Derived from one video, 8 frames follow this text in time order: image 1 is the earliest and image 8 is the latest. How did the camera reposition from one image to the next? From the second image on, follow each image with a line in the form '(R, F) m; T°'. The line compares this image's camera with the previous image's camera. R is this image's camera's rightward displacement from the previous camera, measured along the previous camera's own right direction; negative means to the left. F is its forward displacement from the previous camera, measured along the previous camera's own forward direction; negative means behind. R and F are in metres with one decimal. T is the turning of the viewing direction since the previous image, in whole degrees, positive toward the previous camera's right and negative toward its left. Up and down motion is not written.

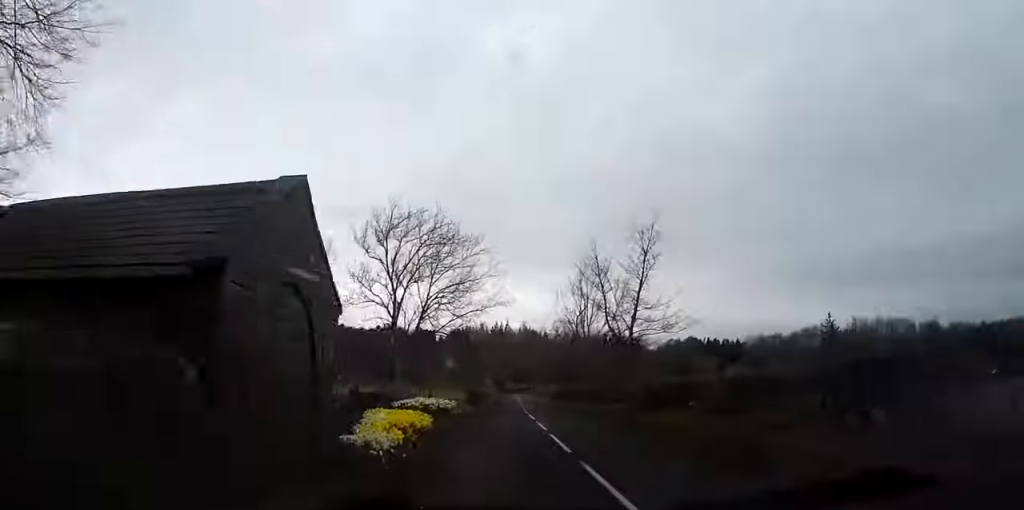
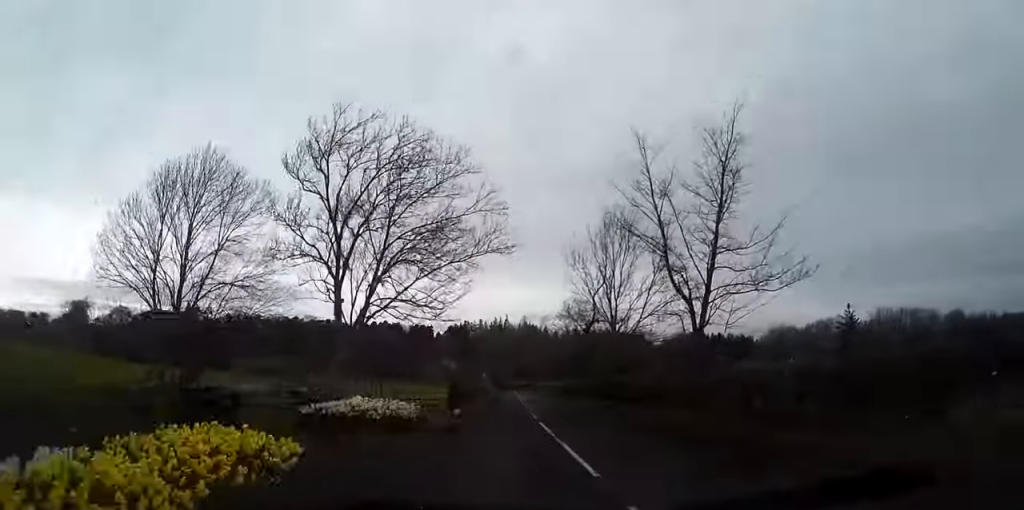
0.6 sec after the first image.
(0.0, +14.2) m; 0°
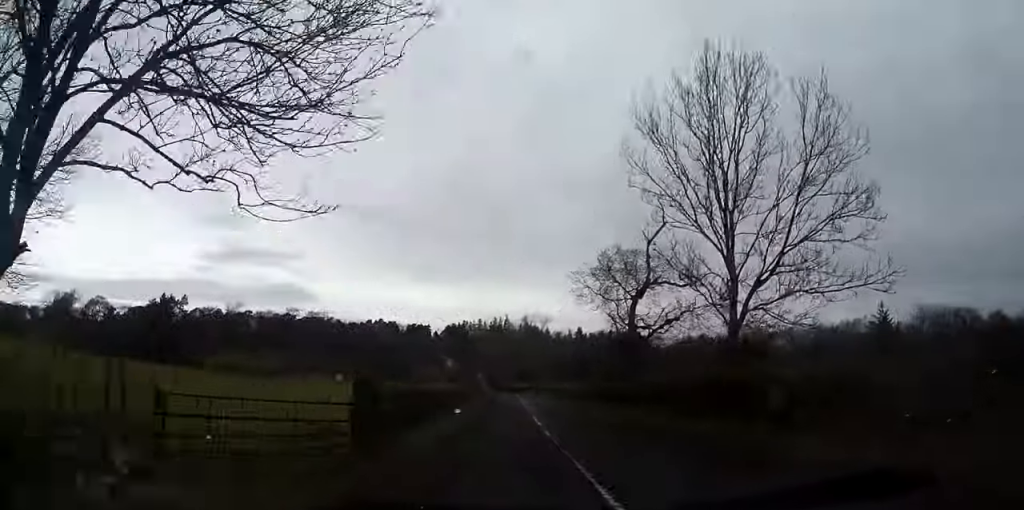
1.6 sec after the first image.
(-0.1, +20.5) m; 0°
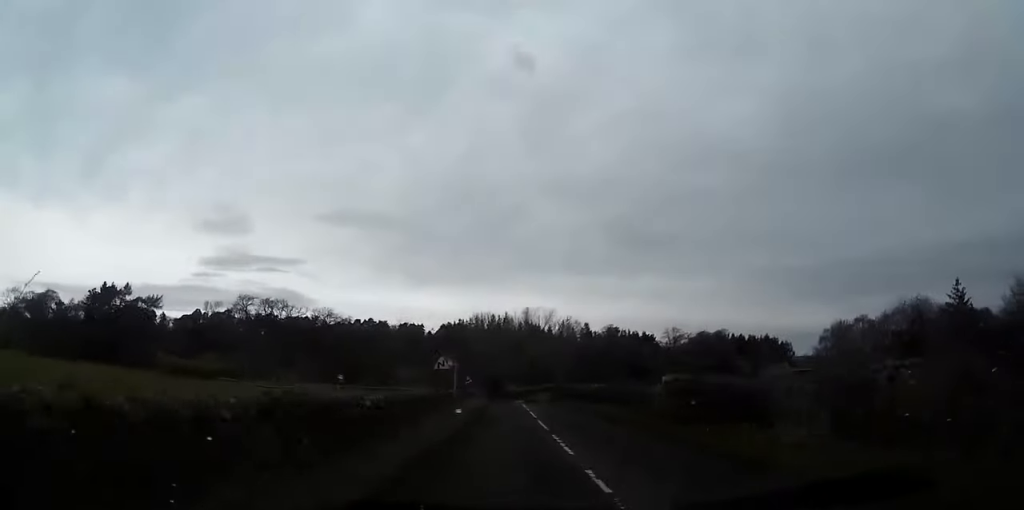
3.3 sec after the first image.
(-0.1, +37.2) m; 0°
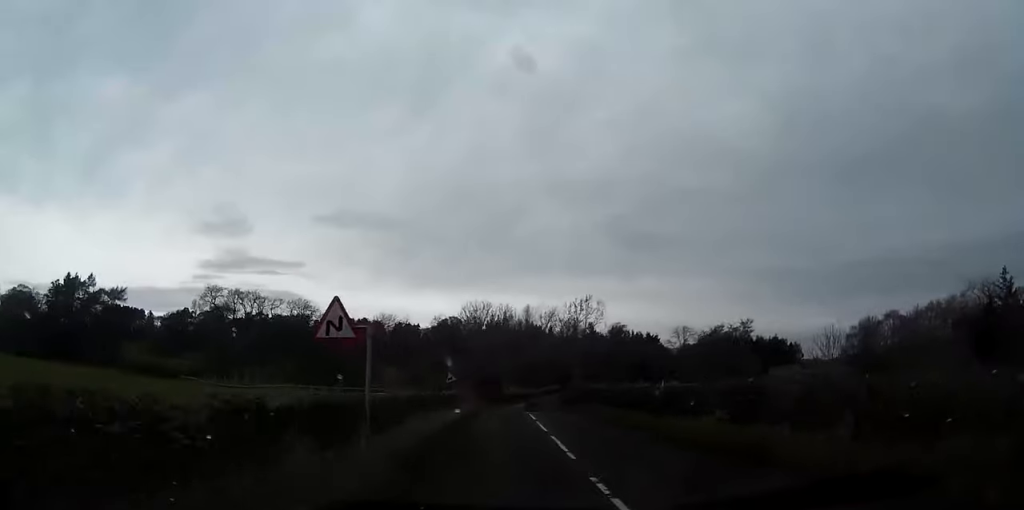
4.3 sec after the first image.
(0.0, +19.1) m; 0°
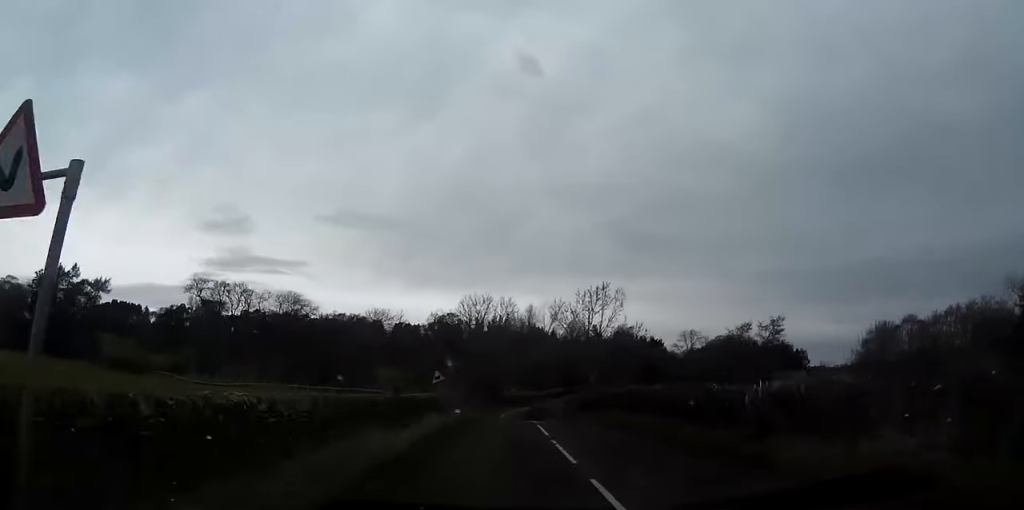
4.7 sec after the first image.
(0.0, +8.8) m; 0°
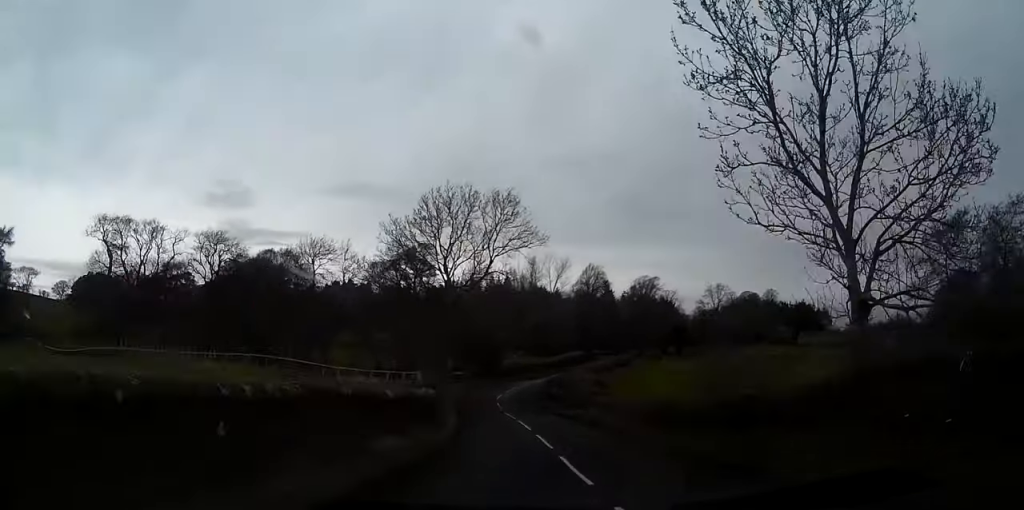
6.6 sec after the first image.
(+0.1, +37.9) m; 0°
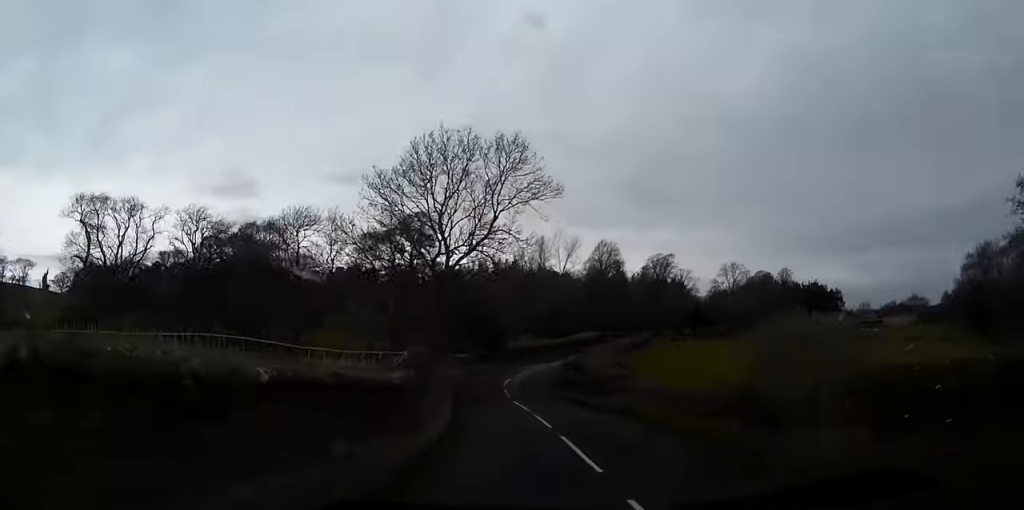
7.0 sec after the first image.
(-0.1, +8.7) m; -1°
